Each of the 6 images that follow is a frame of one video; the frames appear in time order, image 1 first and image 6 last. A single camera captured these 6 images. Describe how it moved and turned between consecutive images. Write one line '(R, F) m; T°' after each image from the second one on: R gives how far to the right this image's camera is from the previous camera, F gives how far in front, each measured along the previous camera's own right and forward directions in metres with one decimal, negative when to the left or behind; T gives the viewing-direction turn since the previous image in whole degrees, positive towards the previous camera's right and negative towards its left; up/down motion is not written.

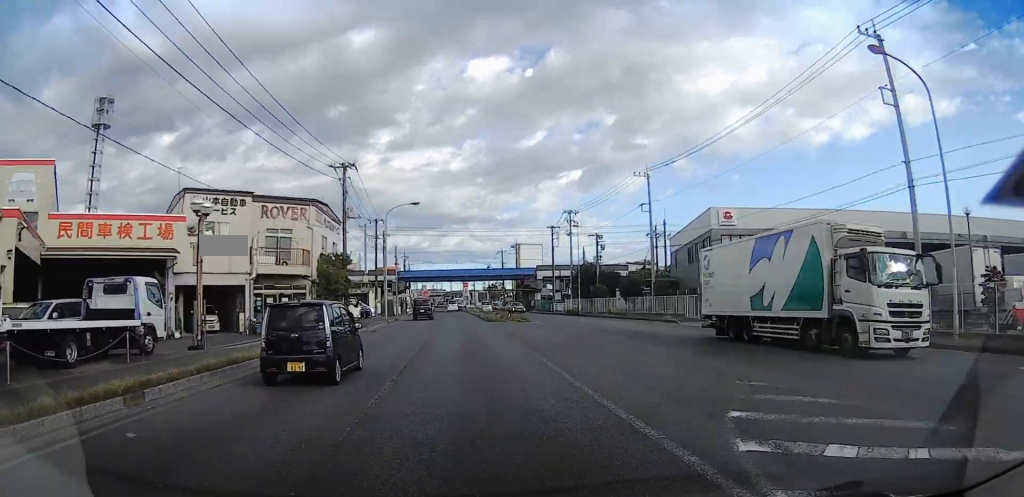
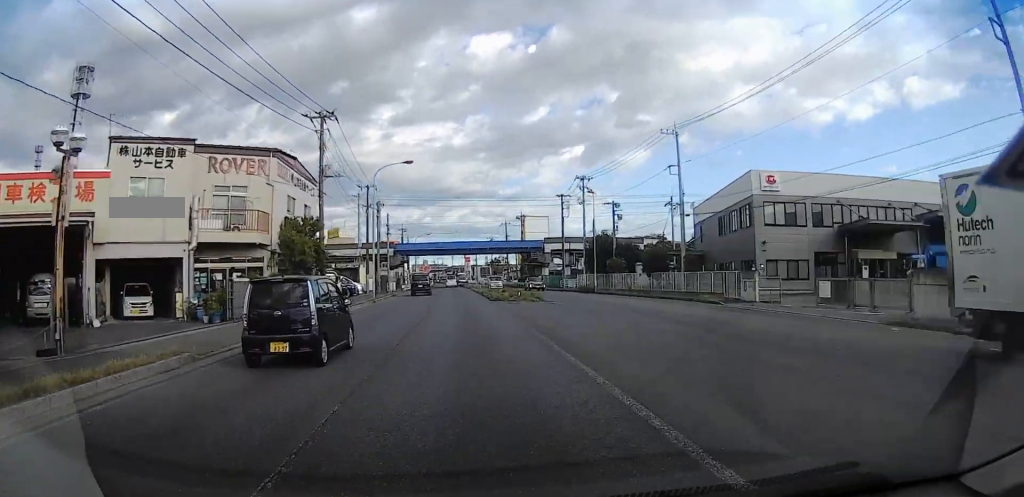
(-0.1, +8.0) m; +1°
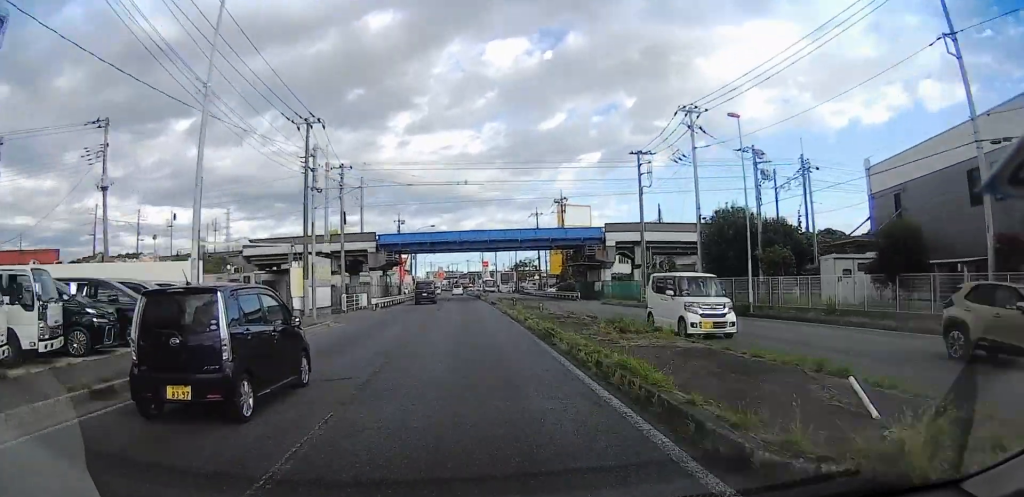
(+0.9, +31.0) m; -2°
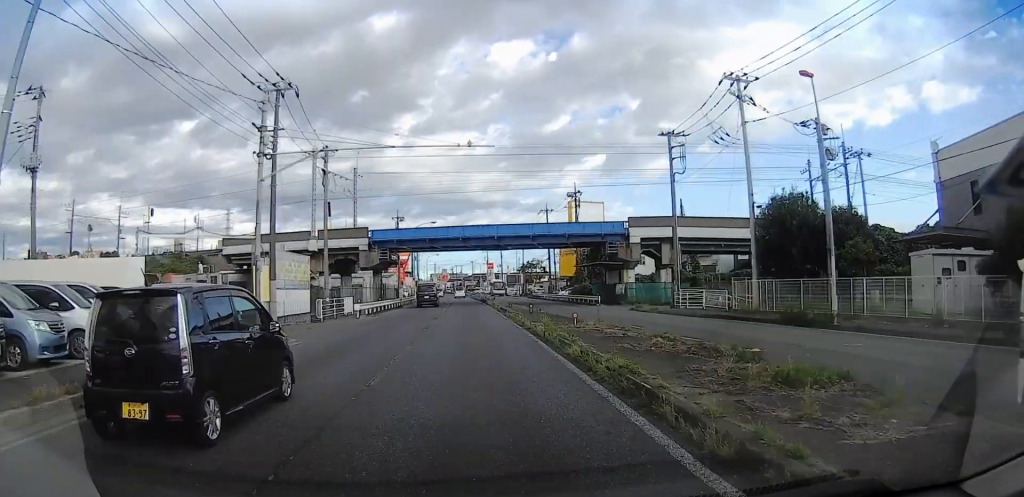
(-0.1, +7.0) m; -1°
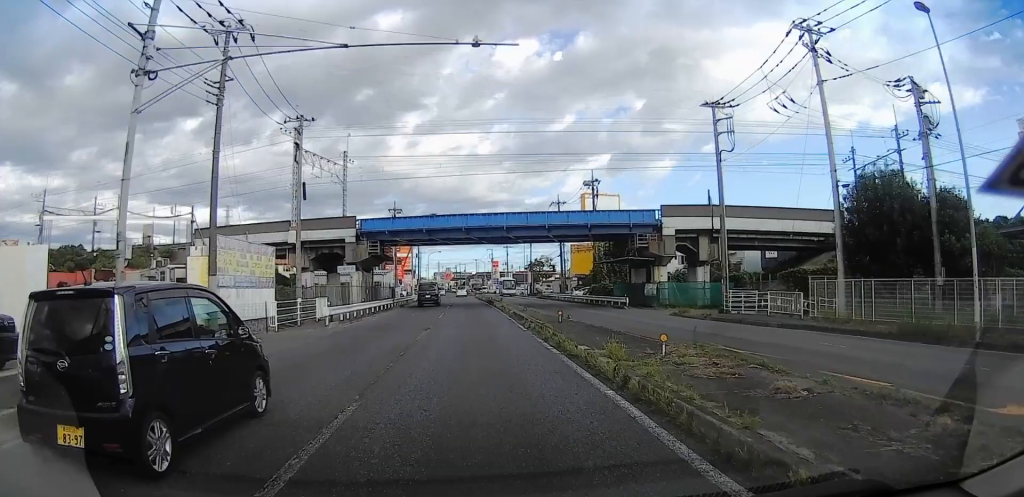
(-0.5, +7.7) m; -1°
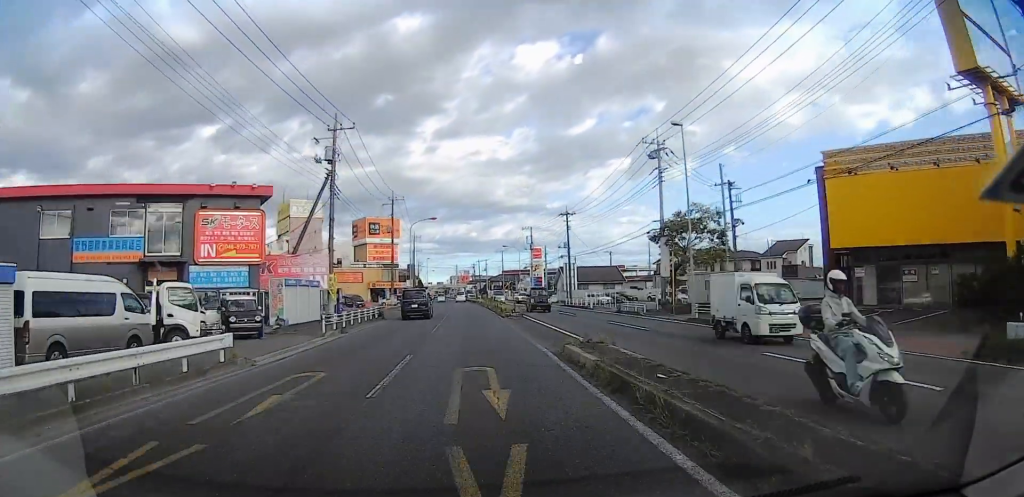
(-0.6, +68.3) m; +1°
